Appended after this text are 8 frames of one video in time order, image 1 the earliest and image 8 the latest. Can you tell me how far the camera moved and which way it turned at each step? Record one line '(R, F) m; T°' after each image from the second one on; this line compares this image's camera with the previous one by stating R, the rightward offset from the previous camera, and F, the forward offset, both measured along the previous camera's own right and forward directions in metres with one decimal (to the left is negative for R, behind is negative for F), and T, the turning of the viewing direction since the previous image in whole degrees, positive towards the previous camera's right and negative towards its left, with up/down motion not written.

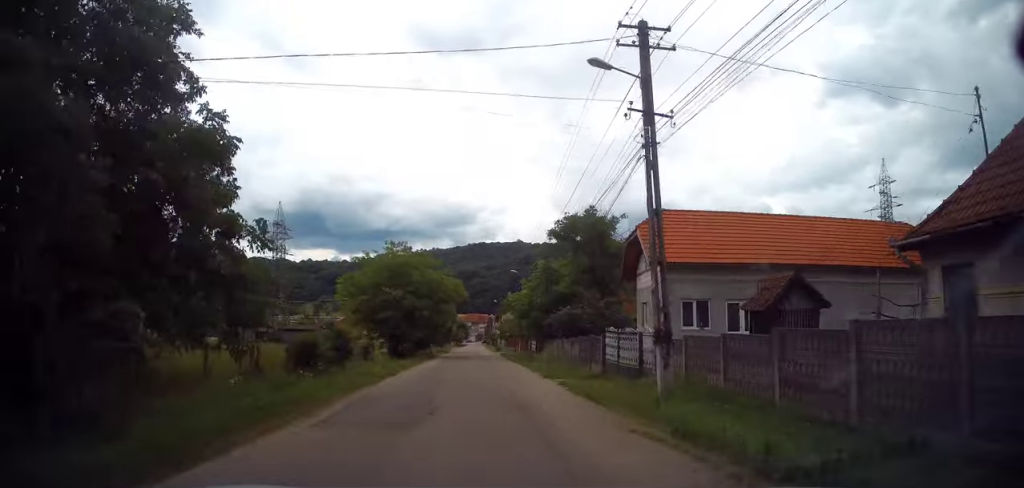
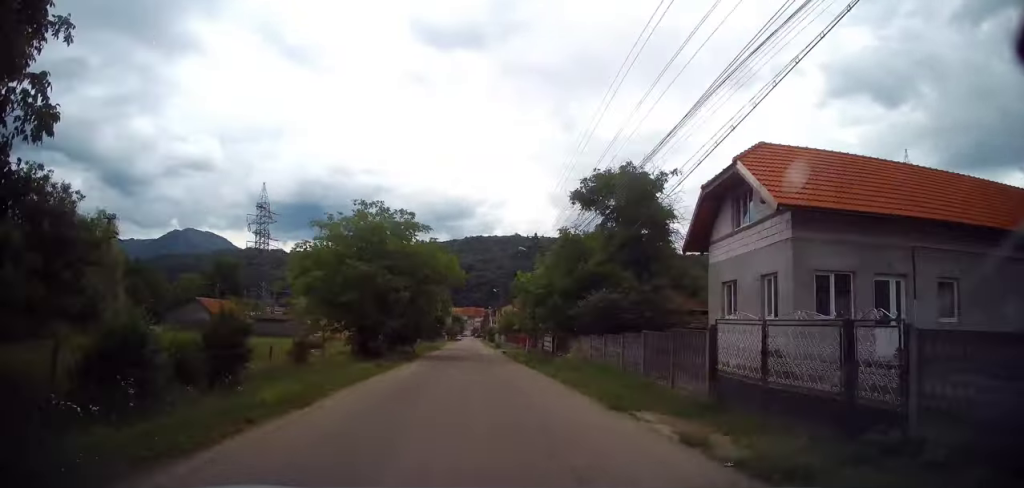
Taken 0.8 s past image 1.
(-0.5, +8.7) m; -3°
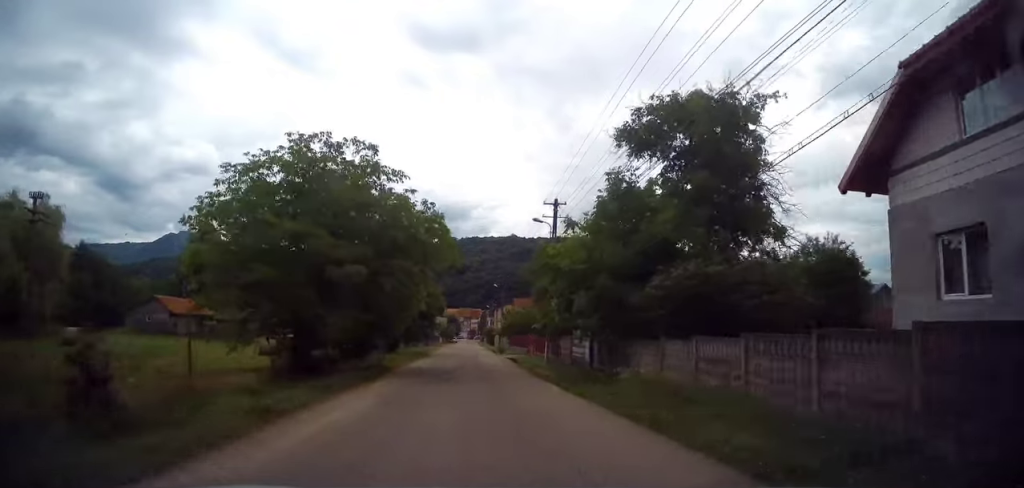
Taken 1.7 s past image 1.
(-0.1, +9.6) m; 0°
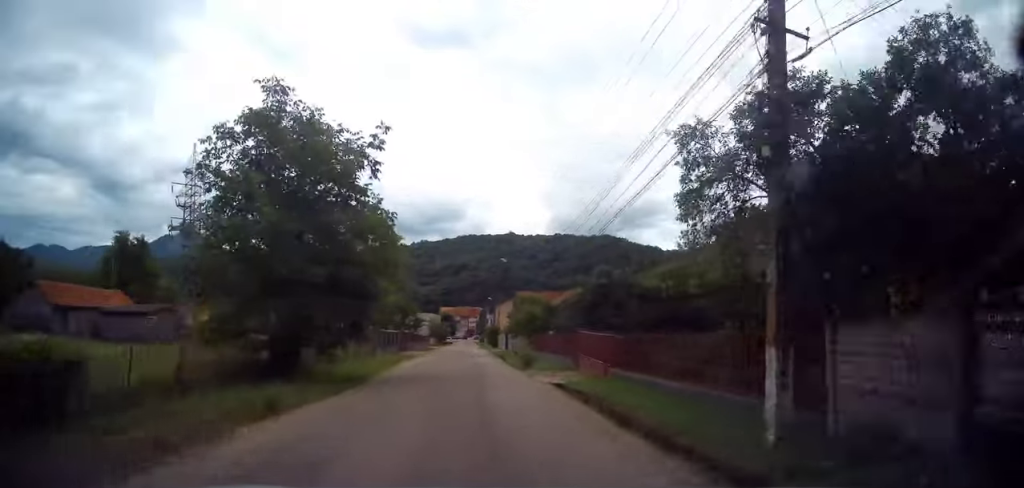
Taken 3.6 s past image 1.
(+0.7, +20.1) m; +3°
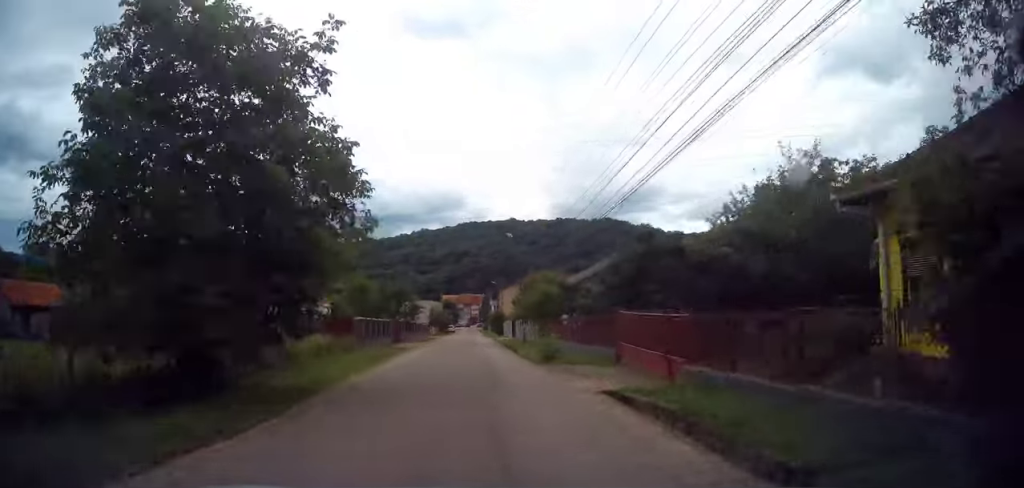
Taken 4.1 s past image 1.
(+0.1, +5.4) m; -1°
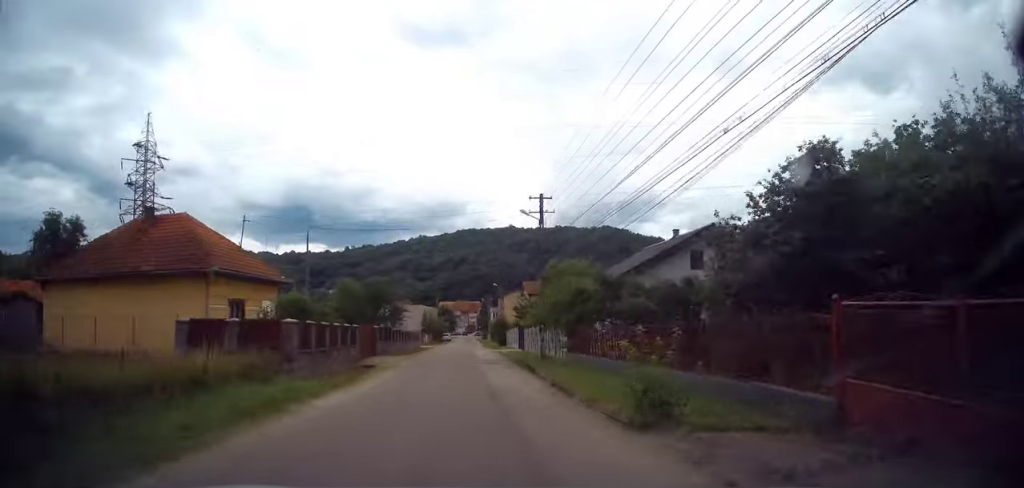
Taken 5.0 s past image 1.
(-0.4, +10.1) m; -3°
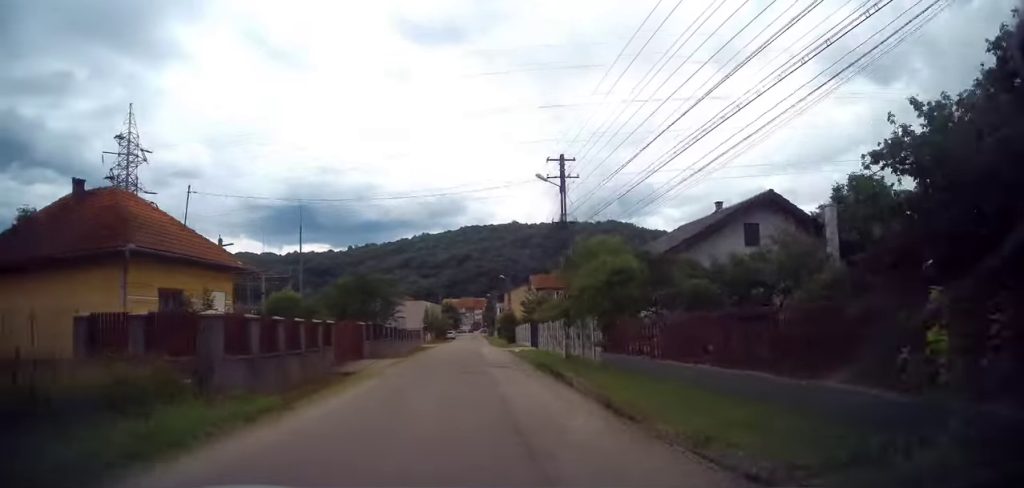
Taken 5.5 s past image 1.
(-0.1, +5.5) m; 0°
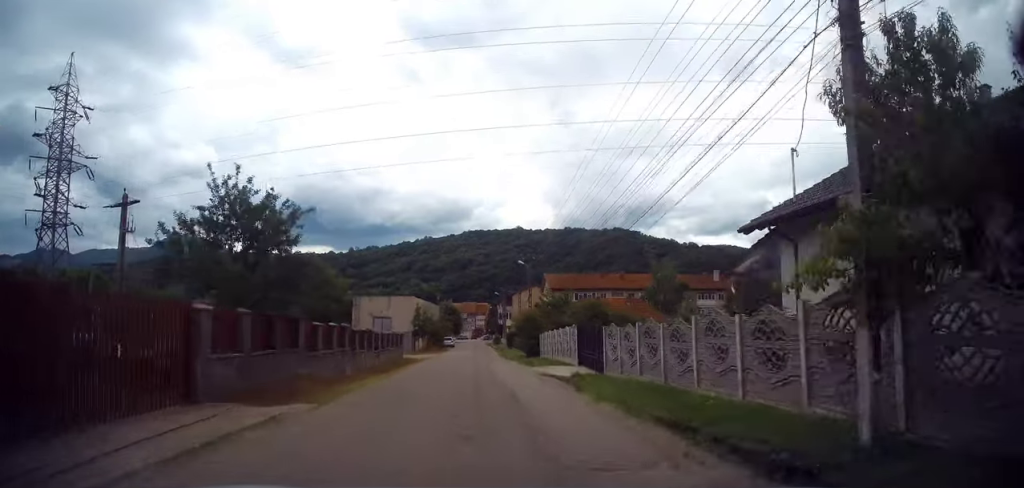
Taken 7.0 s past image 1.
(+0.2, +16.4) m; +3°
